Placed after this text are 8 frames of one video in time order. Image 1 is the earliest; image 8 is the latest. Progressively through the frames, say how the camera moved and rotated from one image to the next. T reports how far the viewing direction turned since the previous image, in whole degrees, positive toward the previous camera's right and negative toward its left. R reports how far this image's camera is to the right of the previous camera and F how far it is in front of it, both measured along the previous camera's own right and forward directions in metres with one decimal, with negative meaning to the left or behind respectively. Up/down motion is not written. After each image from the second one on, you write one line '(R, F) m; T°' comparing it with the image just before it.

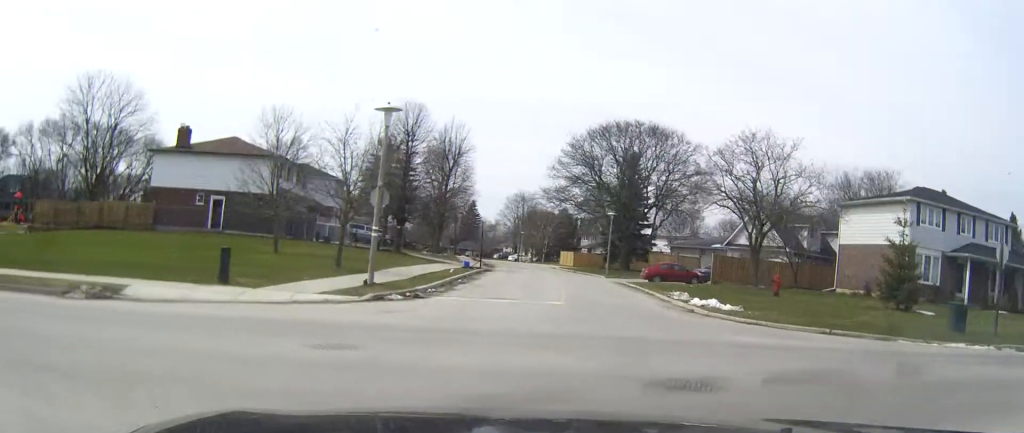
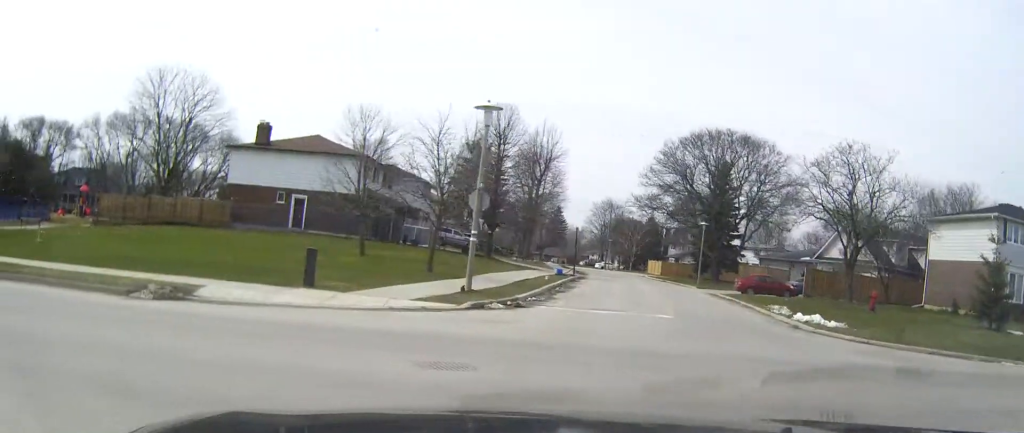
(-0.1, +1.2) m; -10°
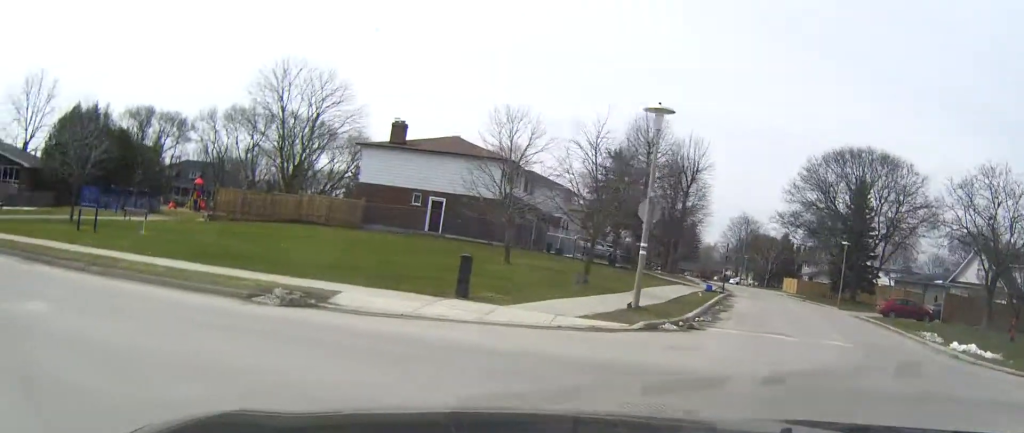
(-0.2, +1.3) m; -9°
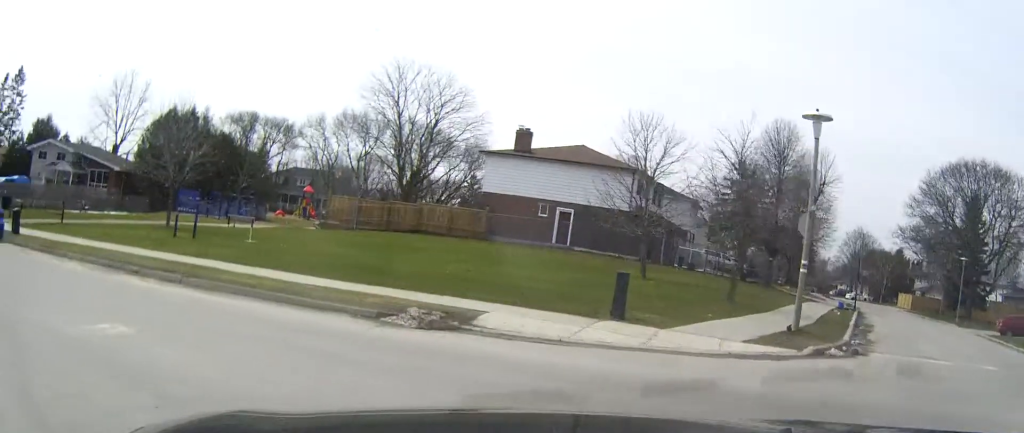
(-0.1, +1.2) m; -7°
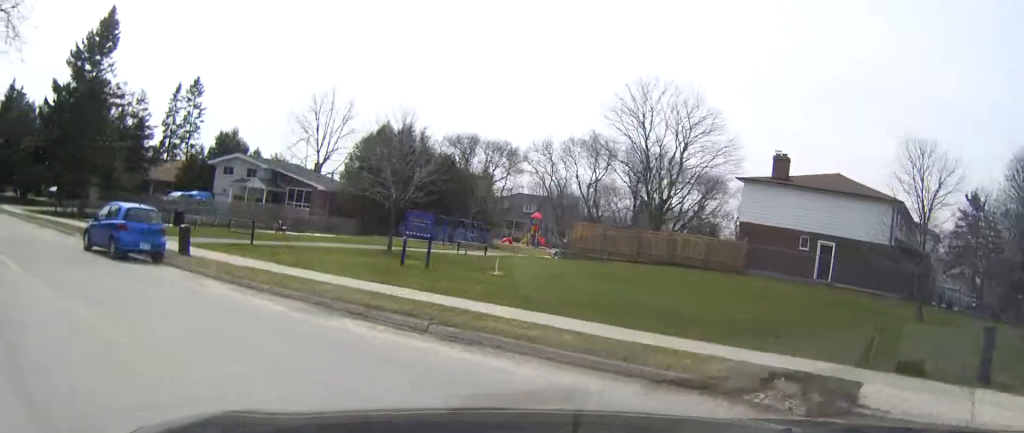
(-0.2, +3.0) m; -12°
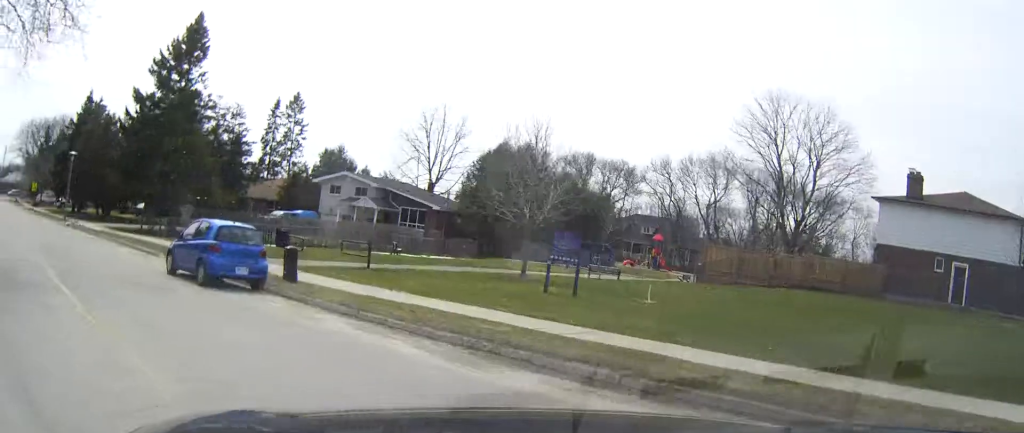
(-0.2, +2.2) m; -7°
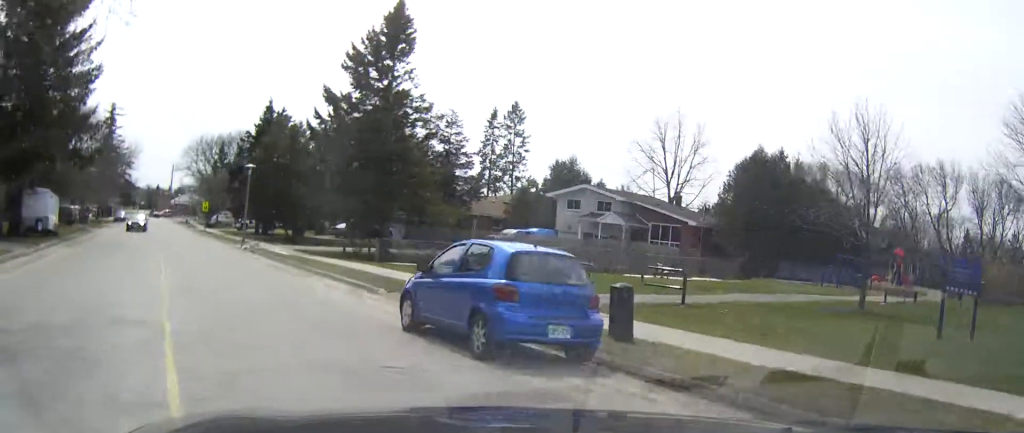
(-0.7, +5.6) m; -9°
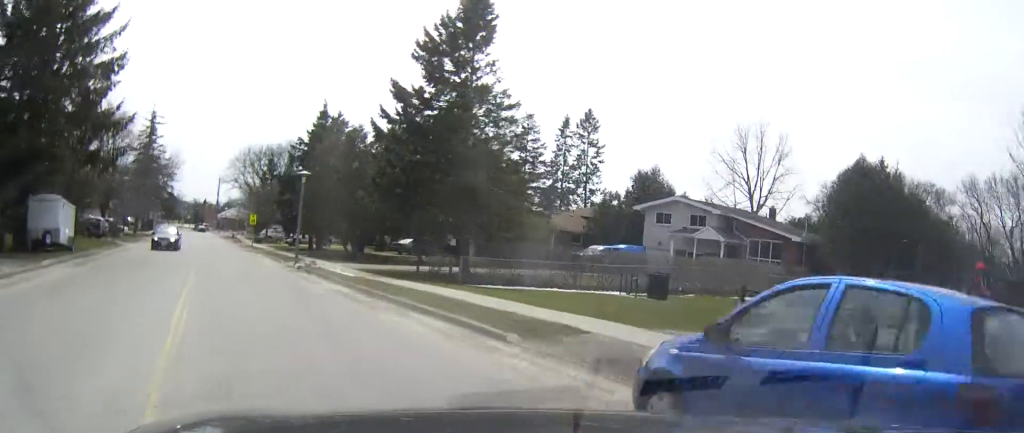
(-0.2, +4.4) m; -3°
